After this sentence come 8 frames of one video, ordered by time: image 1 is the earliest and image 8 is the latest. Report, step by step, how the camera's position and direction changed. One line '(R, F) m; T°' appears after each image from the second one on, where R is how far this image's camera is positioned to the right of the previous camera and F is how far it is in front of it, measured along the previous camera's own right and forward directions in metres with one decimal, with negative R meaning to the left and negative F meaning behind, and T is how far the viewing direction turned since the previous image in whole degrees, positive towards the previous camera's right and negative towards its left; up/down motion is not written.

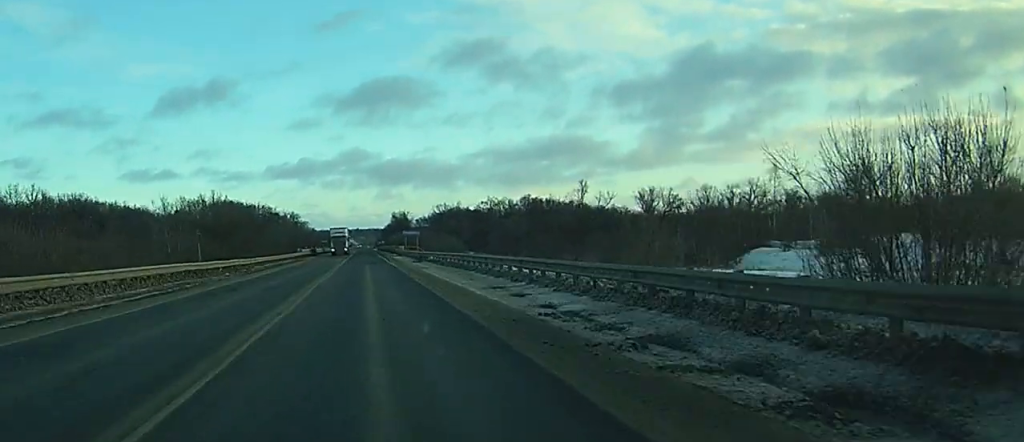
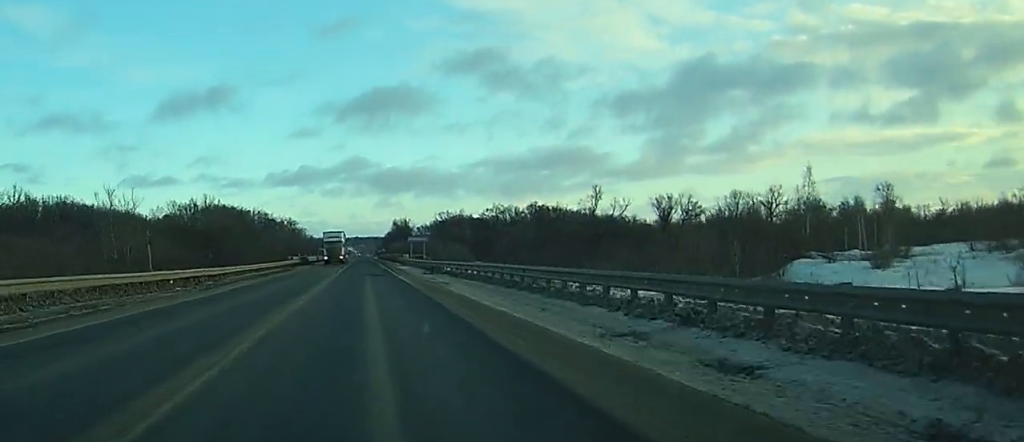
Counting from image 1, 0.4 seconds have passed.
(+0.2, +13.2) m; +1°
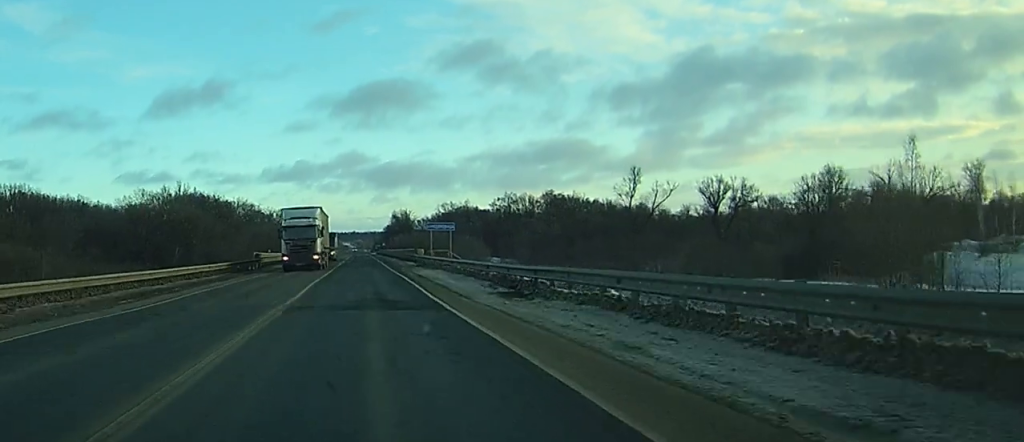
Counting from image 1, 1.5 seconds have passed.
(+0.2, +32.1) m; 0°
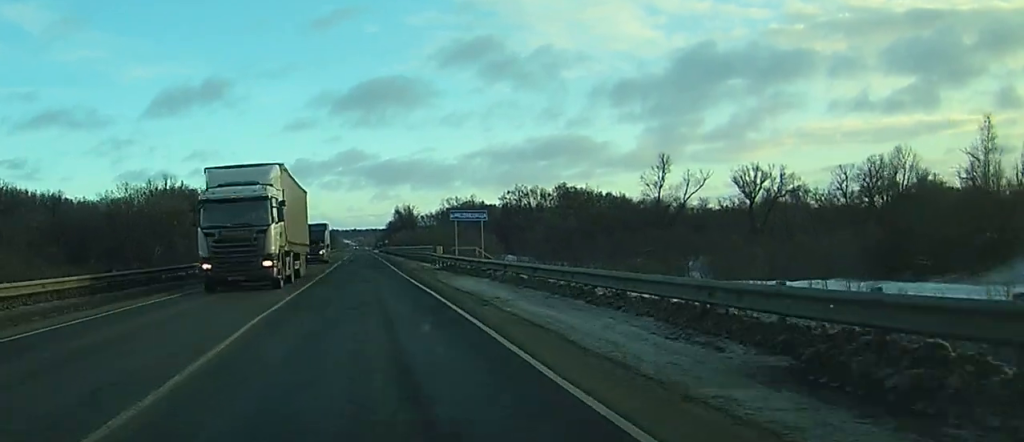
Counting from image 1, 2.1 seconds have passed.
(0.0, +16.9) m; 0°
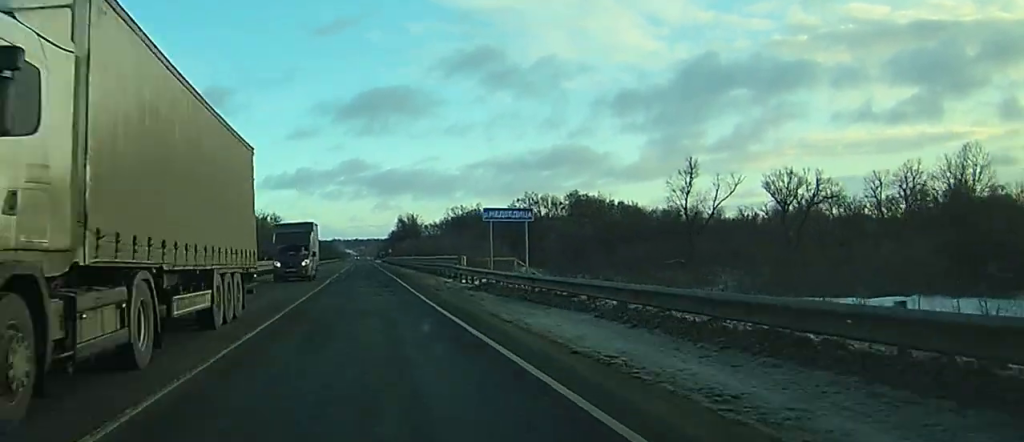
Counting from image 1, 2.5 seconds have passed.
(0.0, +12.7) m; 0°
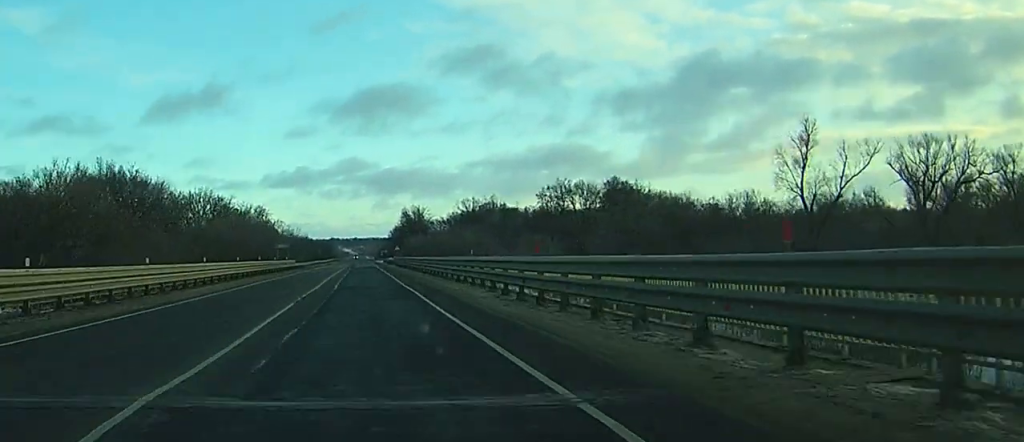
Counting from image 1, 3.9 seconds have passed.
(-0.2, +40.8) m; -1°
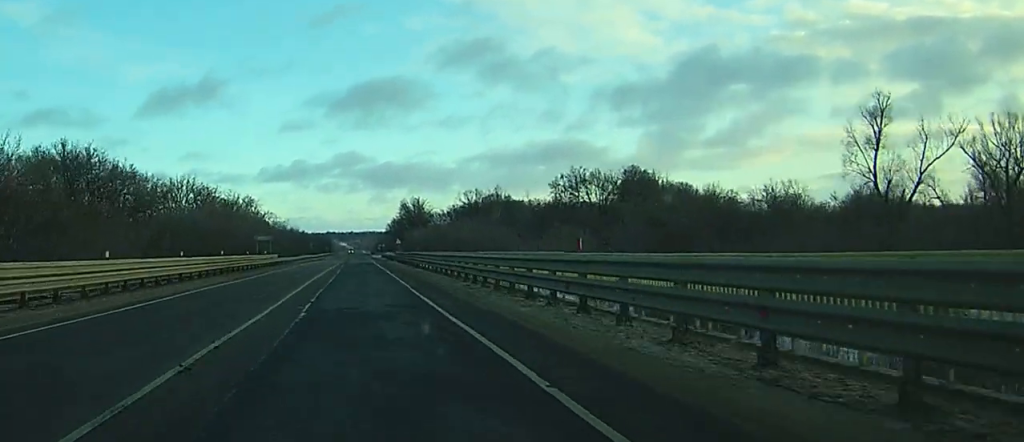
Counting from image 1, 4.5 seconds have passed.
(-0.1, +17.3) m; 0°
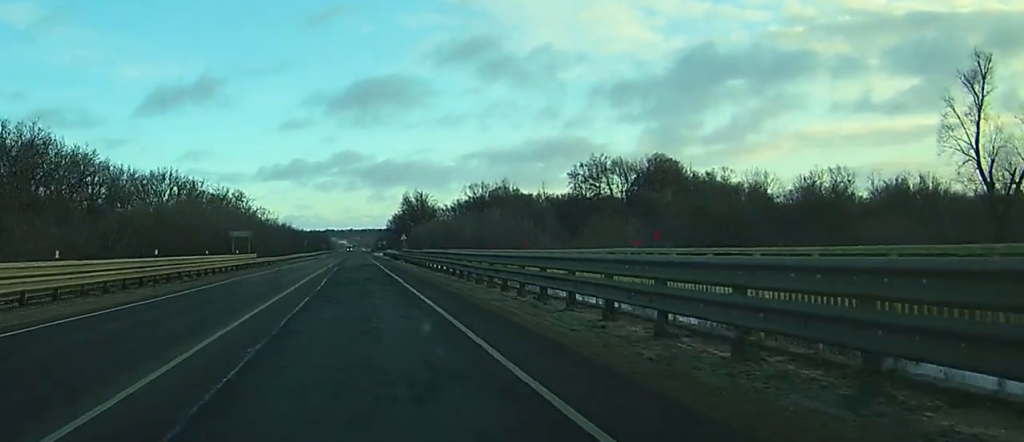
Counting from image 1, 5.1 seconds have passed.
(0.0, +17.2) m; 0°
